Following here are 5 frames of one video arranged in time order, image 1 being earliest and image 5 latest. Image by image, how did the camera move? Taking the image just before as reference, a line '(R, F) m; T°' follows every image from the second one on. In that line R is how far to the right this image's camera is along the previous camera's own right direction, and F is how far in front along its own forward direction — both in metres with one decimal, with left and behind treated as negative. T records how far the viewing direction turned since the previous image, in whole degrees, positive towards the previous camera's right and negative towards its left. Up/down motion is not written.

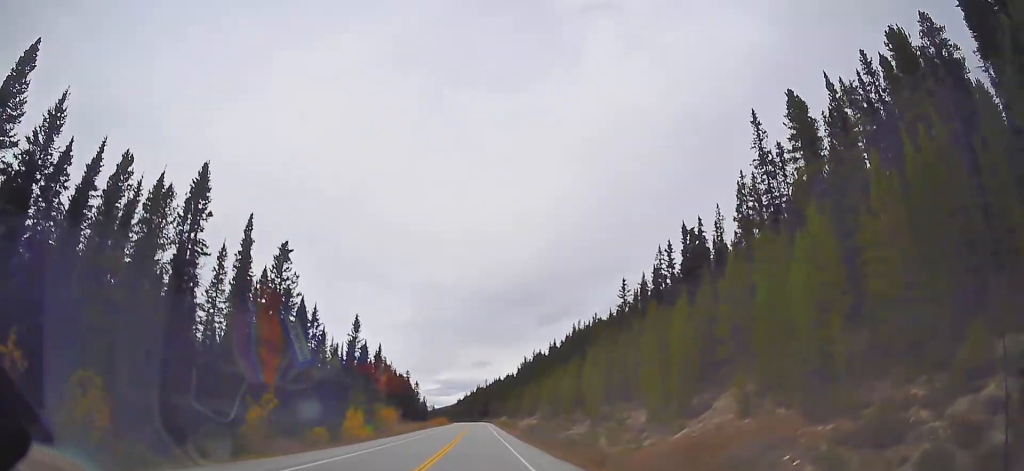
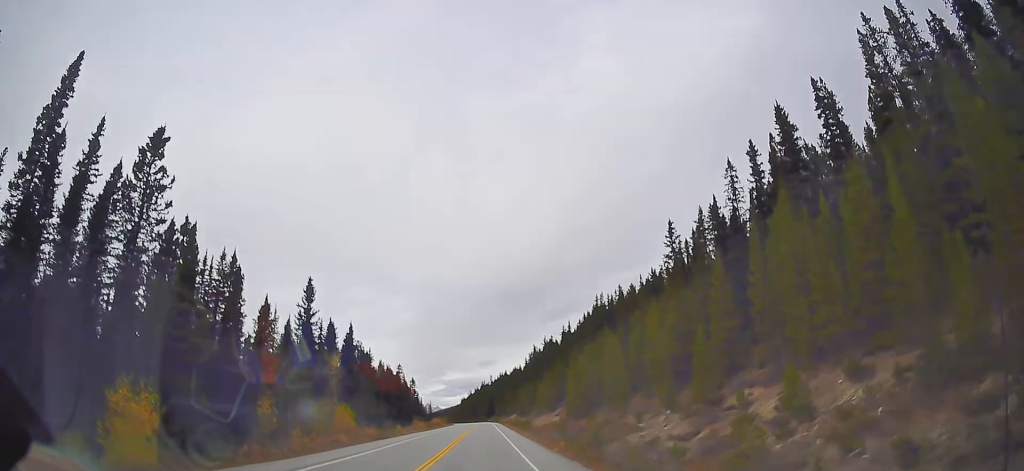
(0.0, +31.7) m; 0°
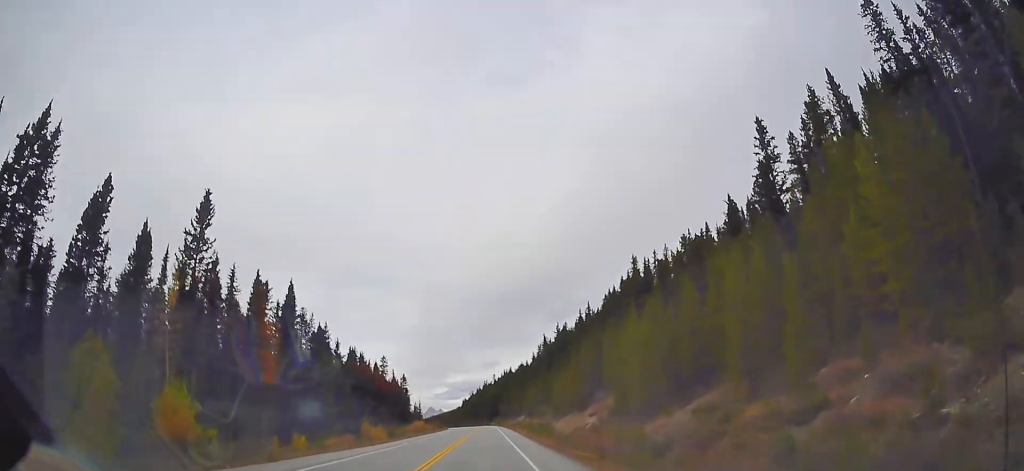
(-0.3, +34.0) m; -2°
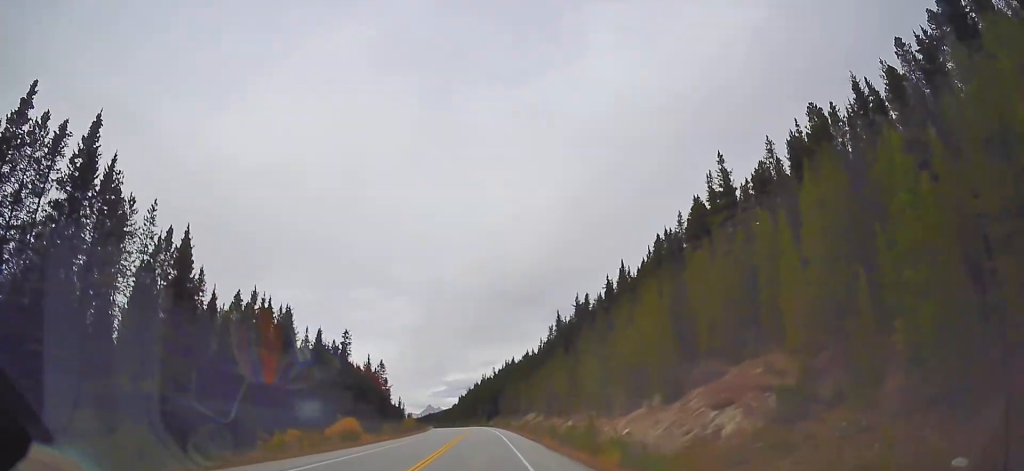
(+0.2, +41.8) m; +1°
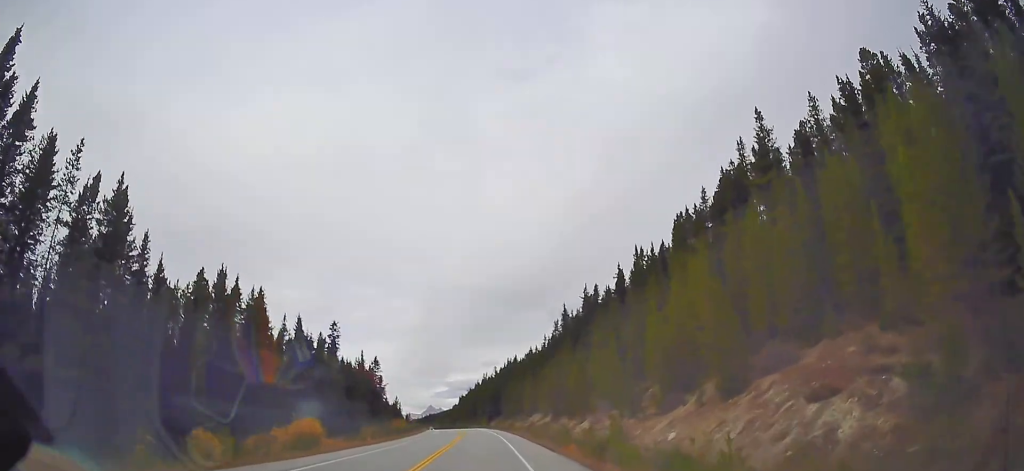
(-0.1, +10.5) m; 0°
